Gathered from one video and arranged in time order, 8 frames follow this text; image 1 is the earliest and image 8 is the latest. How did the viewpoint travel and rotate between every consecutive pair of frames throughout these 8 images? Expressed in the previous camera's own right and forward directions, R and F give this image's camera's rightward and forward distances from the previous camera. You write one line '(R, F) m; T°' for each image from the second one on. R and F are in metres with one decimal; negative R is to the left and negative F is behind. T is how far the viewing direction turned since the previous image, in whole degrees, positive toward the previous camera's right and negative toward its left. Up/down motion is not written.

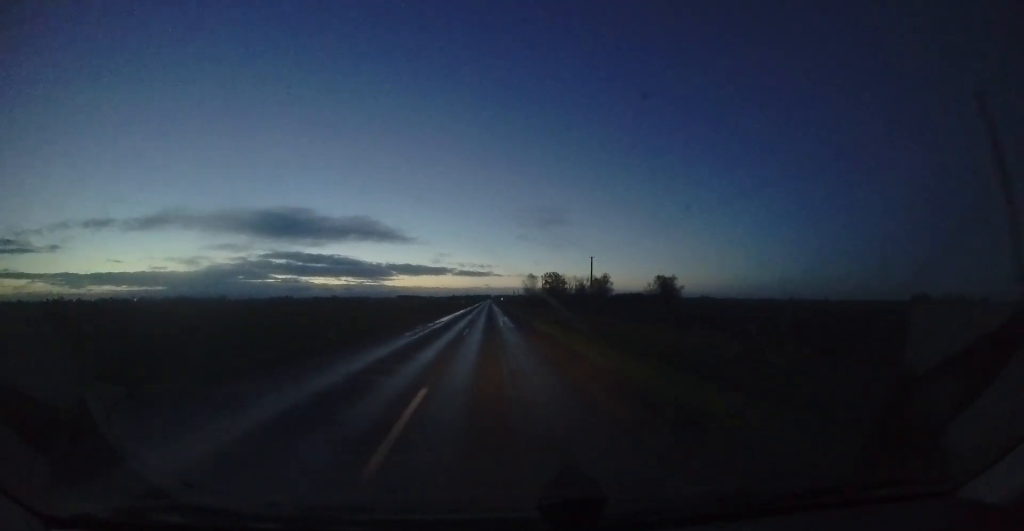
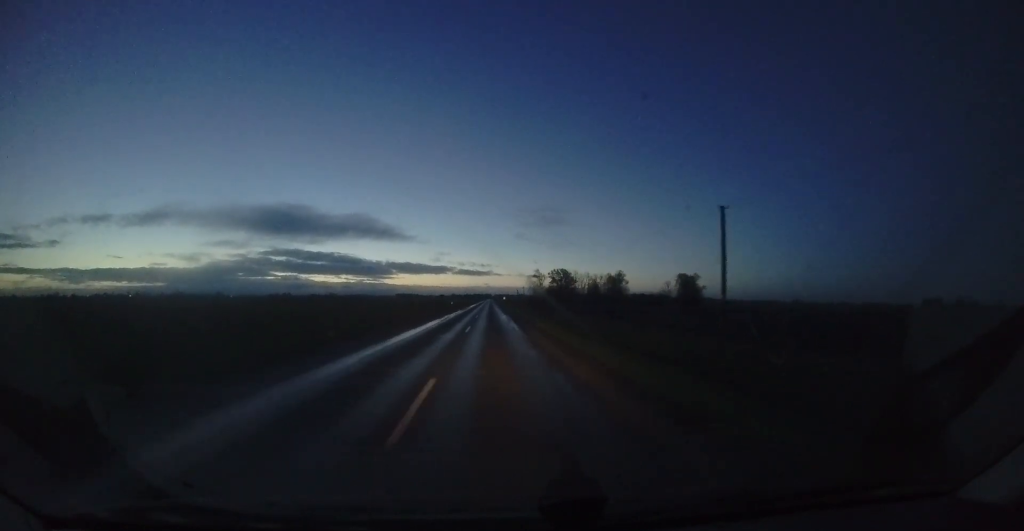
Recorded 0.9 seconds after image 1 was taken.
(+0.2, +23.3) m; 0°
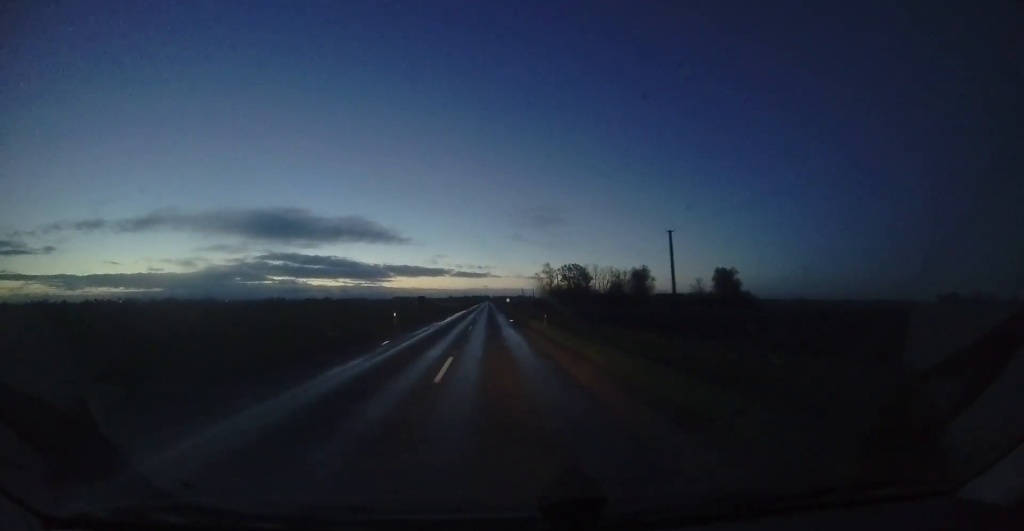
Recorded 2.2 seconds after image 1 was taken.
(-0.3, +32.8) m; 0°
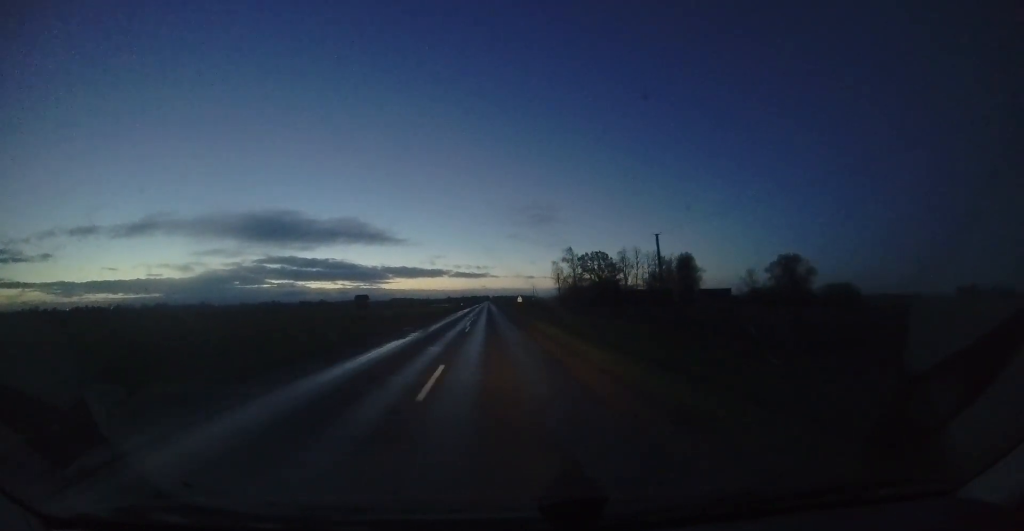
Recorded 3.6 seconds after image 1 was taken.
(+0.5, +37.1) m; 0°
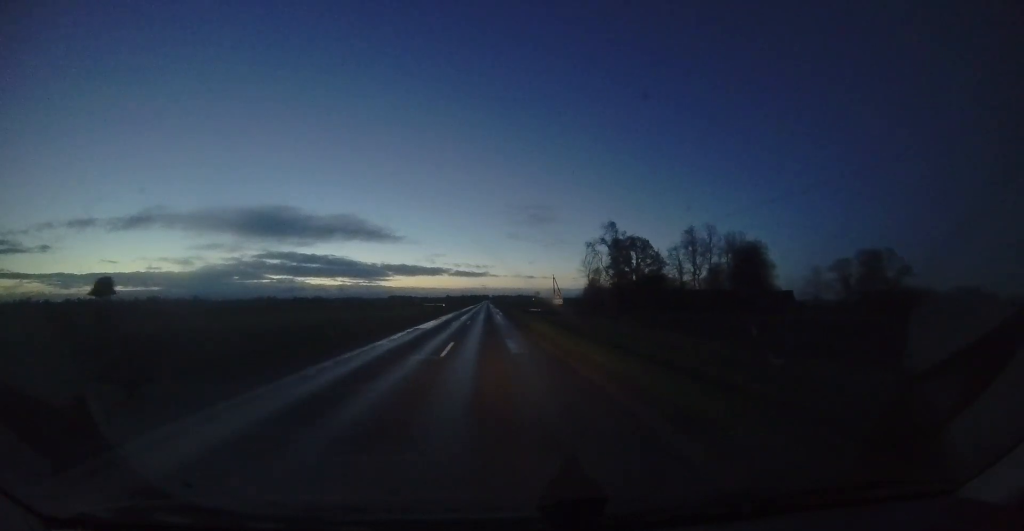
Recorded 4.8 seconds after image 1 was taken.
(-0.8, +31.9) m; -2°
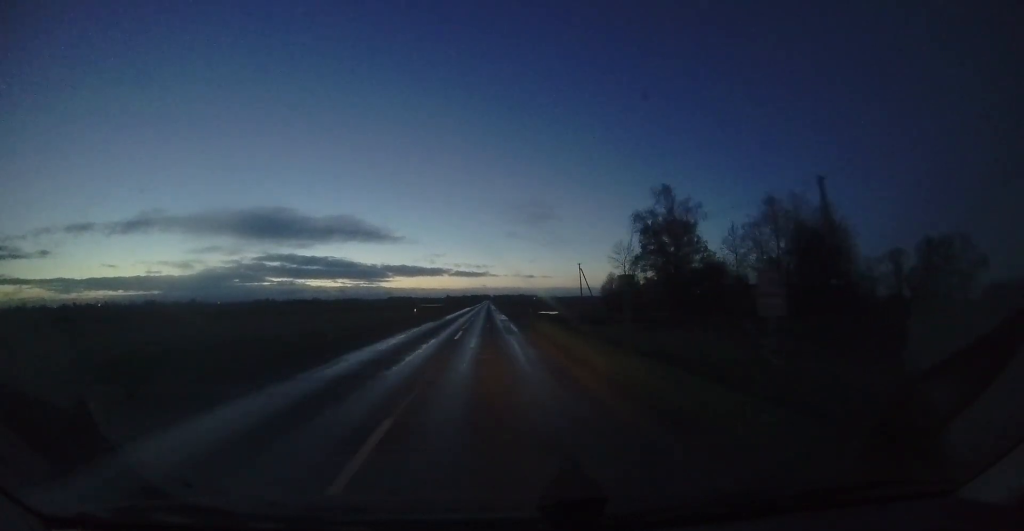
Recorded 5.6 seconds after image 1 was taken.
(-0.5, +19.9) m; 0°
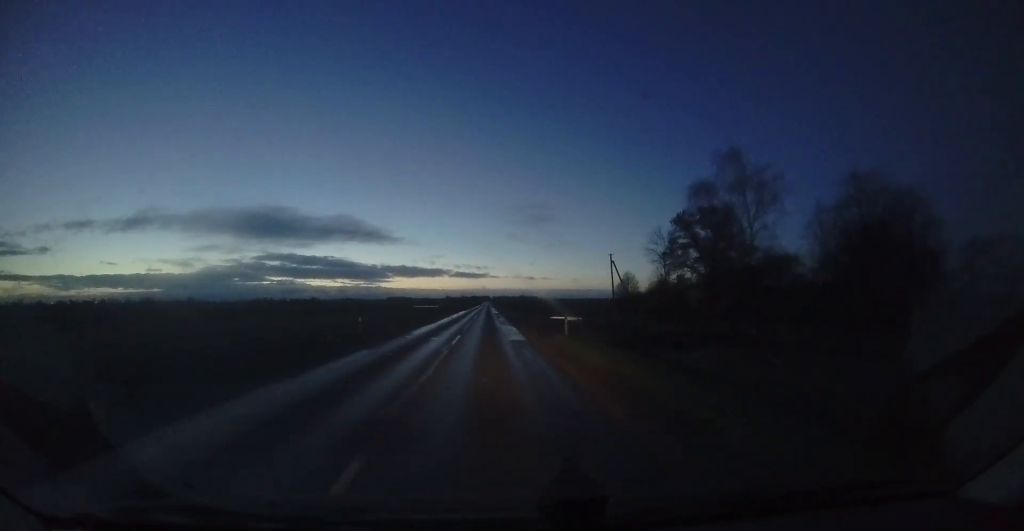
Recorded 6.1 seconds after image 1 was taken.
(+0.3, +13.0) m; +1°
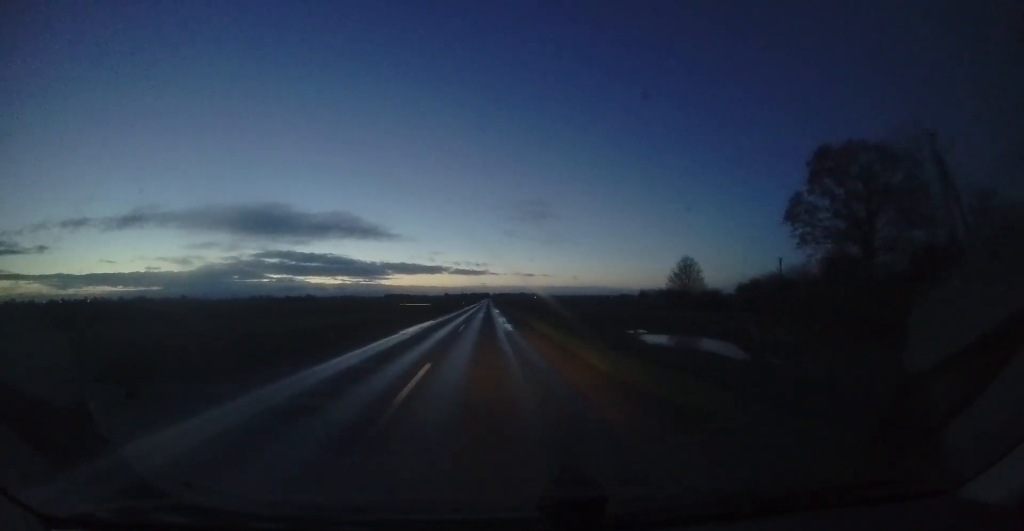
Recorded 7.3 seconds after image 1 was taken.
(+0.3, +31.4) m; 0°
